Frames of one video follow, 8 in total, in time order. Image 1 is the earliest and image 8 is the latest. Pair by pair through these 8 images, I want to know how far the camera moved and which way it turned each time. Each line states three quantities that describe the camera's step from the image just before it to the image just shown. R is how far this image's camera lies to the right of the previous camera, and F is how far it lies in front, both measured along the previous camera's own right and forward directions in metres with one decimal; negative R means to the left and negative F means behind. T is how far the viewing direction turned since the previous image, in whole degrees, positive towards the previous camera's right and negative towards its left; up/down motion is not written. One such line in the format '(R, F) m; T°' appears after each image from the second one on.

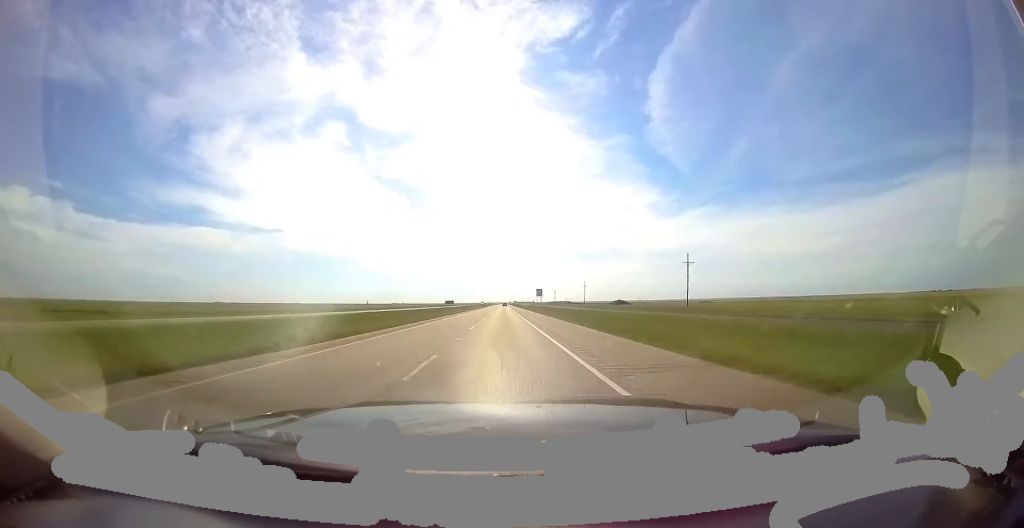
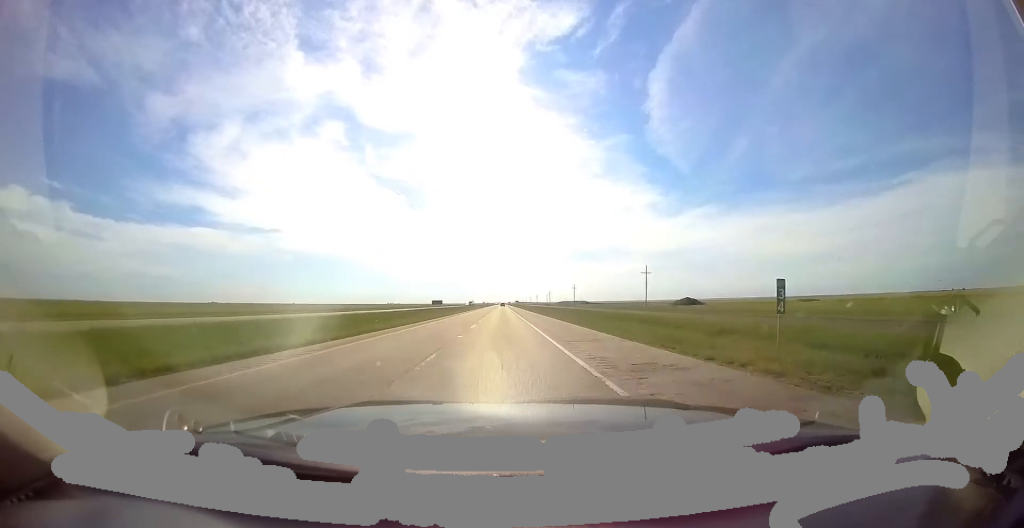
(-0.1, +71.9) m; 0°
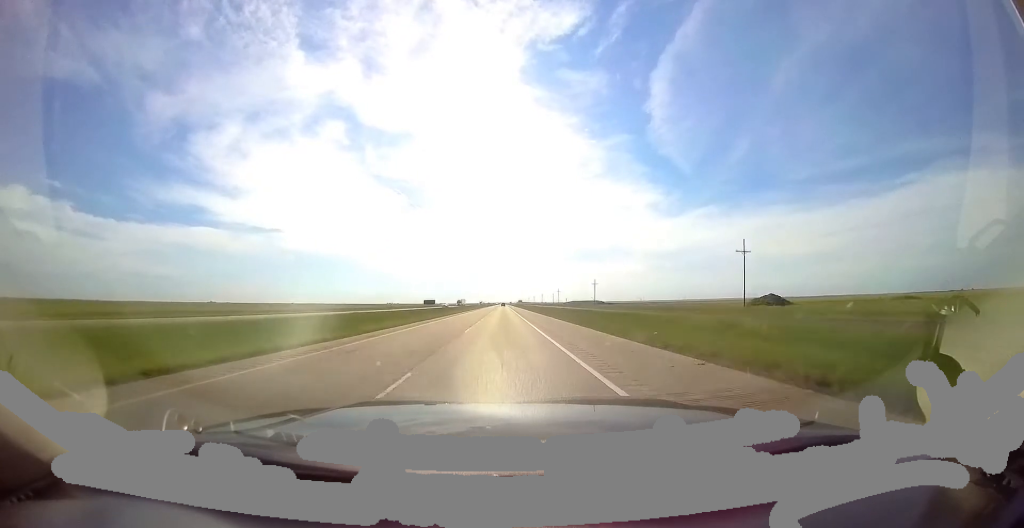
(-0.4, +39.5) m; 0°
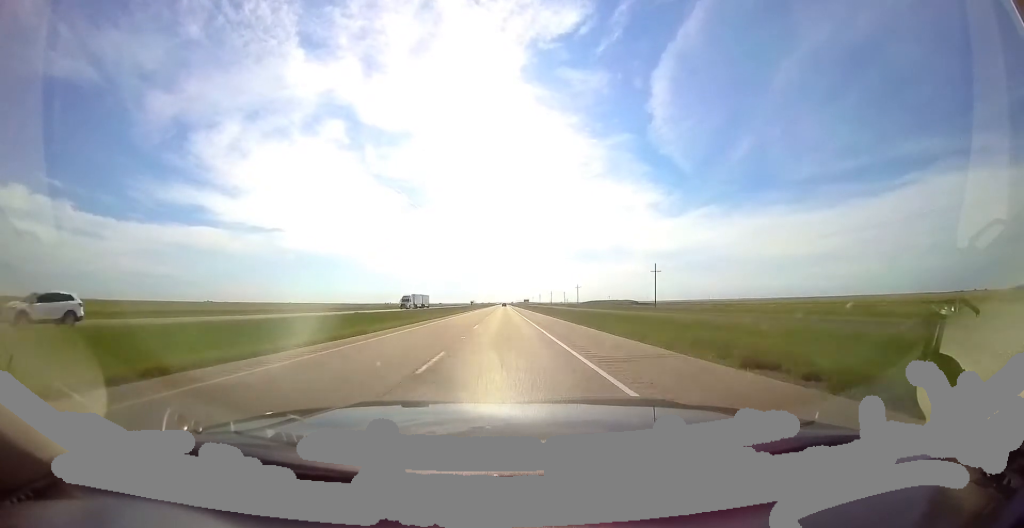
(+0.8, +57.9) m; +1°
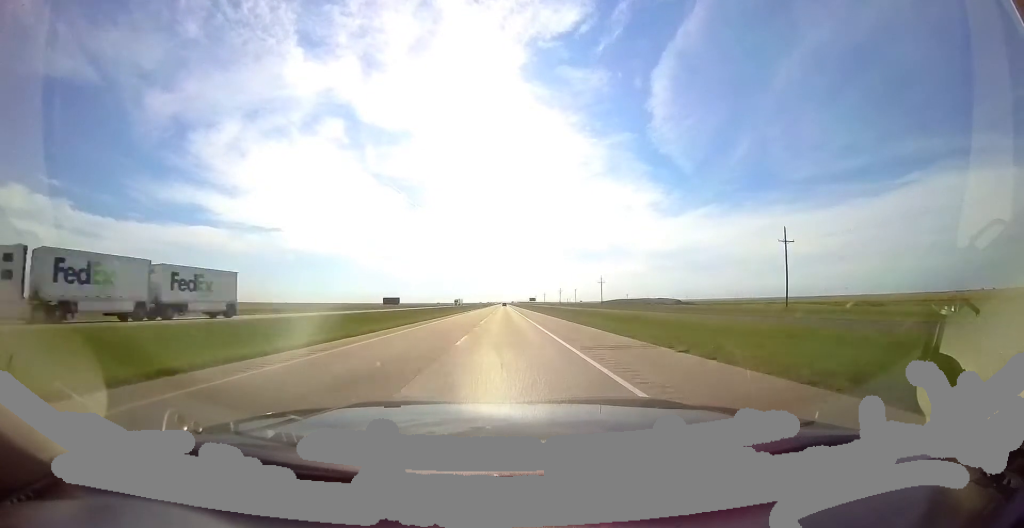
(+0.2, +44.2) m; 0°
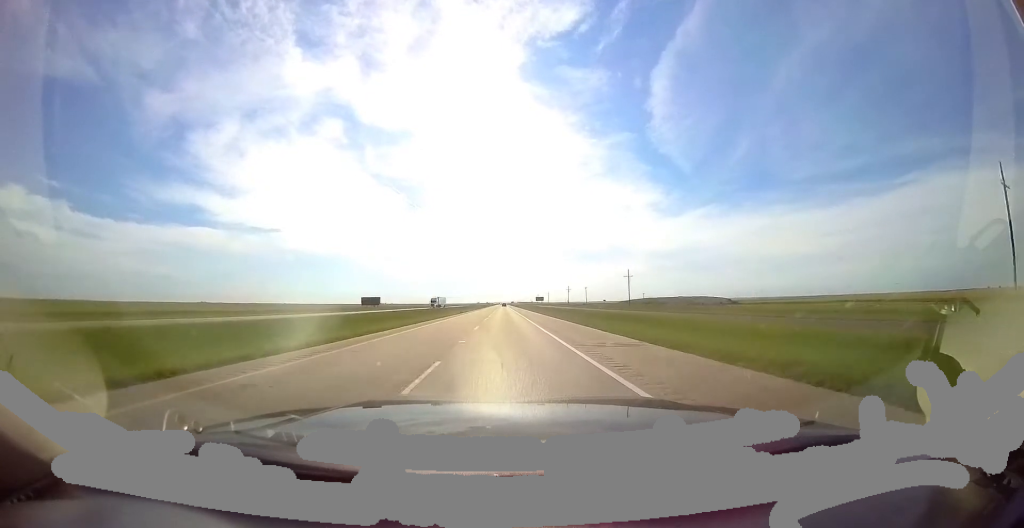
(+0.2, +30.2) m; 0°
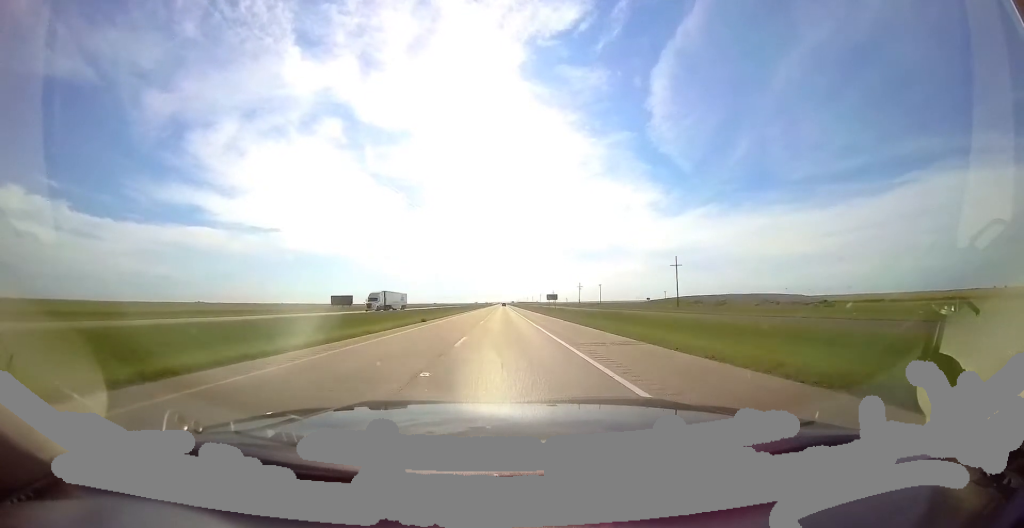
(-0.2, +30.2) m; 0°
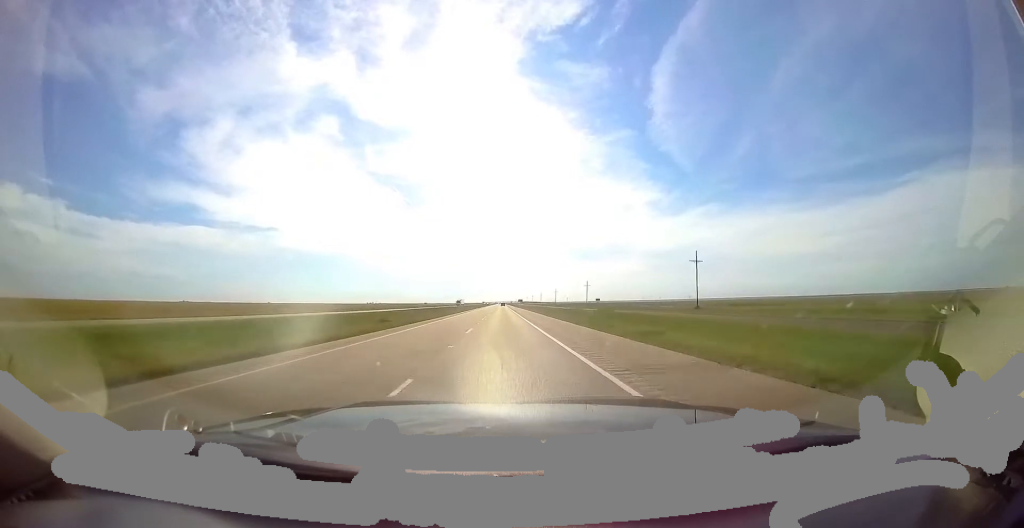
(-0.3, +190.8) m; 0°
